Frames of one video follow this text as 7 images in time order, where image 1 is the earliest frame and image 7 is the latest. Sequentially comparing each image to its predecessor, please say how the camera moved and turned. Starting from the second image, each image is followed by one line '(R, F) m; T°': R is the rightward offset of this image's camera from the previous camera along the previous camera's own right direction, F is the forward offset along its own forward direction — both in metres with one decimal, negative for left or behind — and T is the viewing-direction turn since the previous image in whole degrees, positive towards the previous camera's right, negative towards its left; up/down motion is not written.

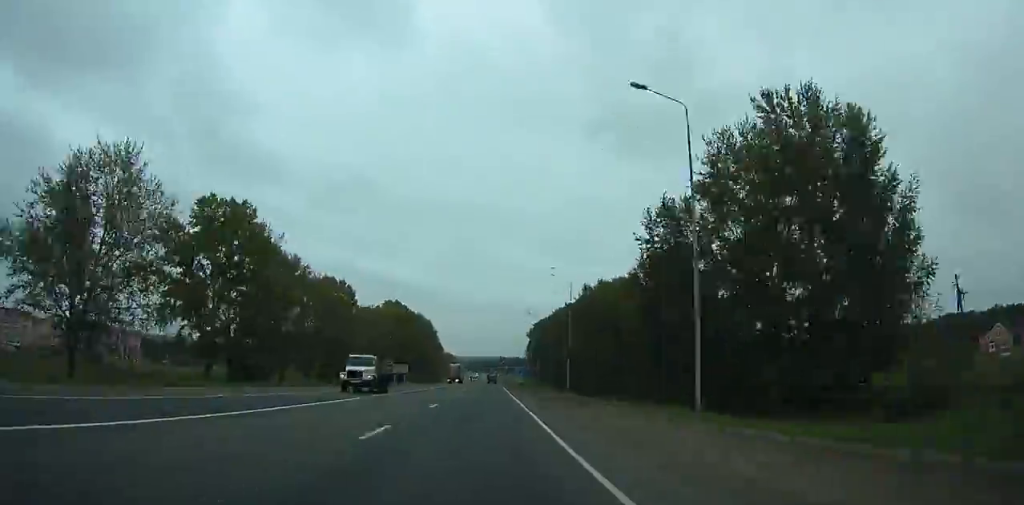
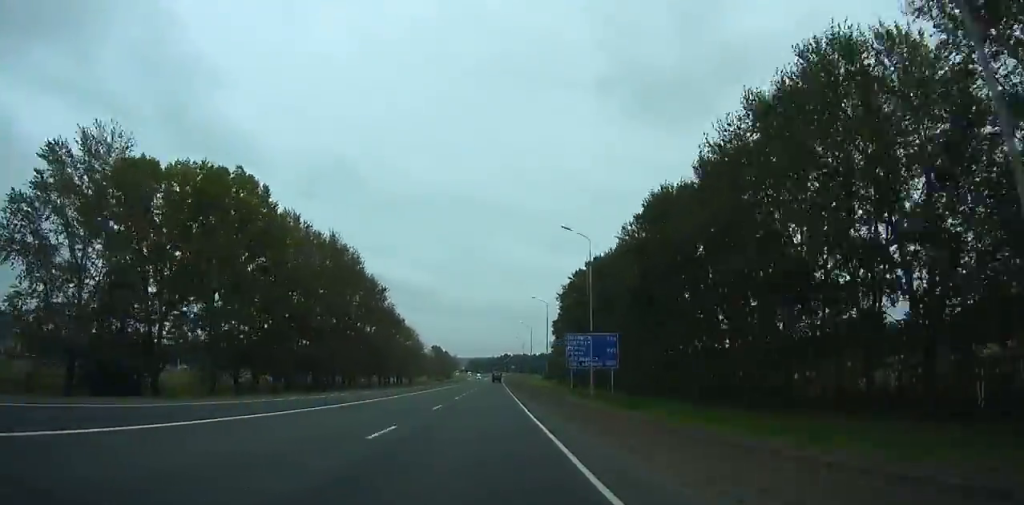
(-0.8, +121.2) m; 0°
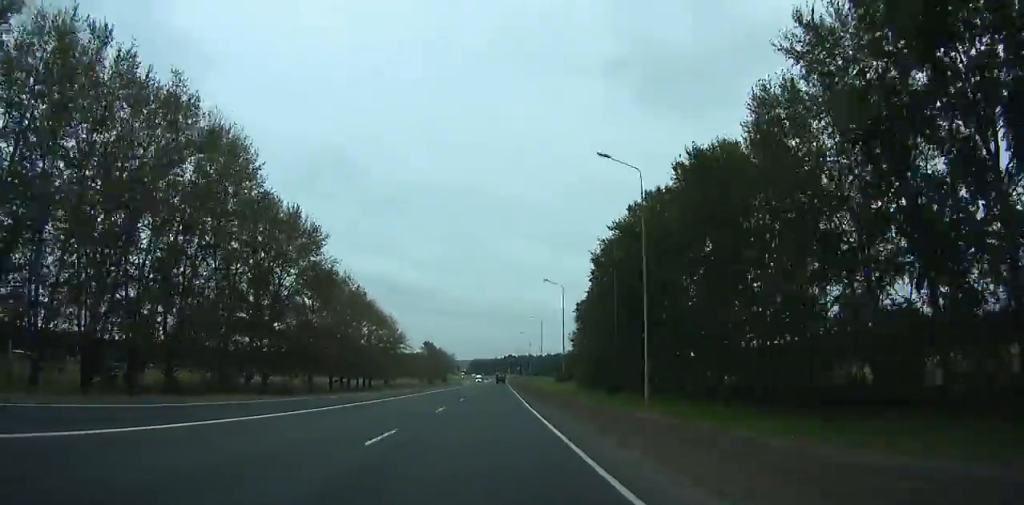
(0.0, +48.6) m; 0°
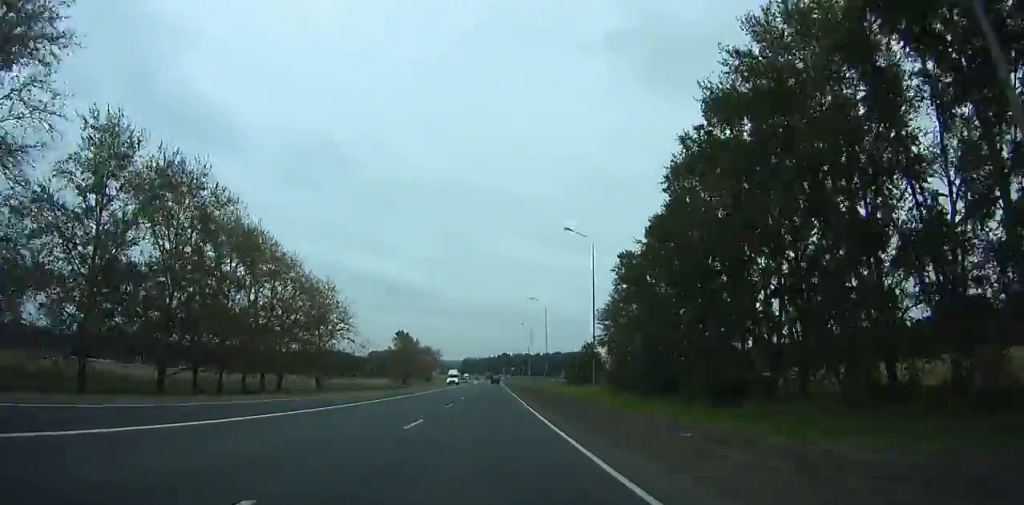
(-0.2, +55.7) m; 0°
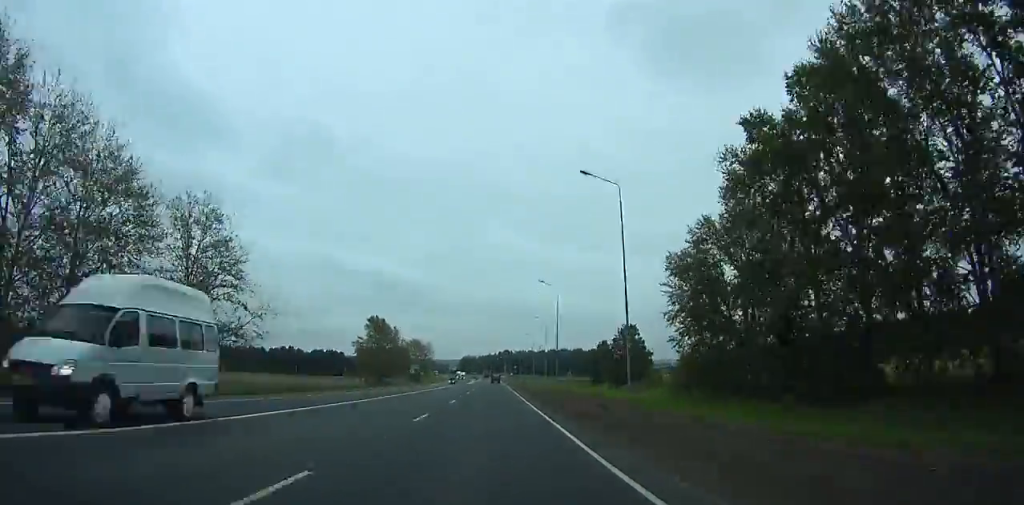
(+0.3, +45.3) m; 0°
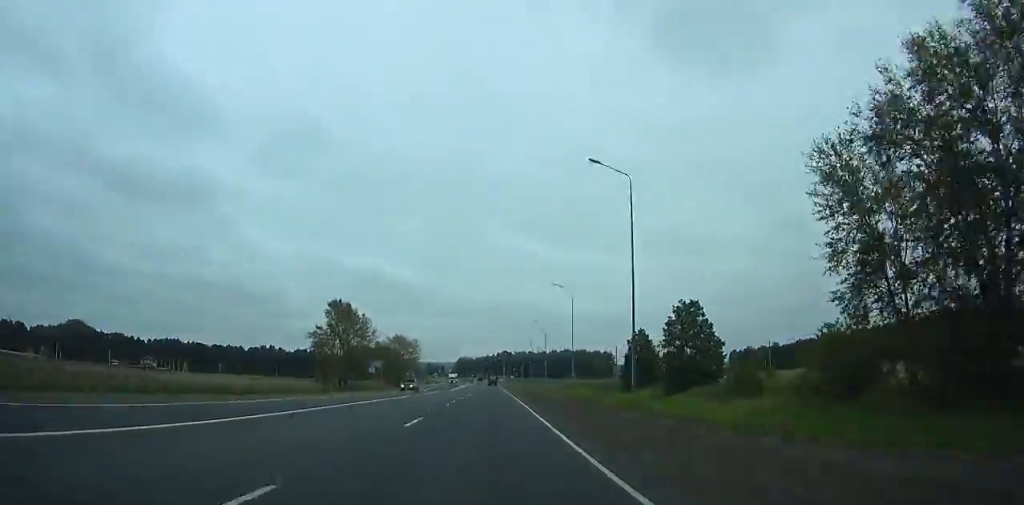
(0.0, +36.6) m; 0°
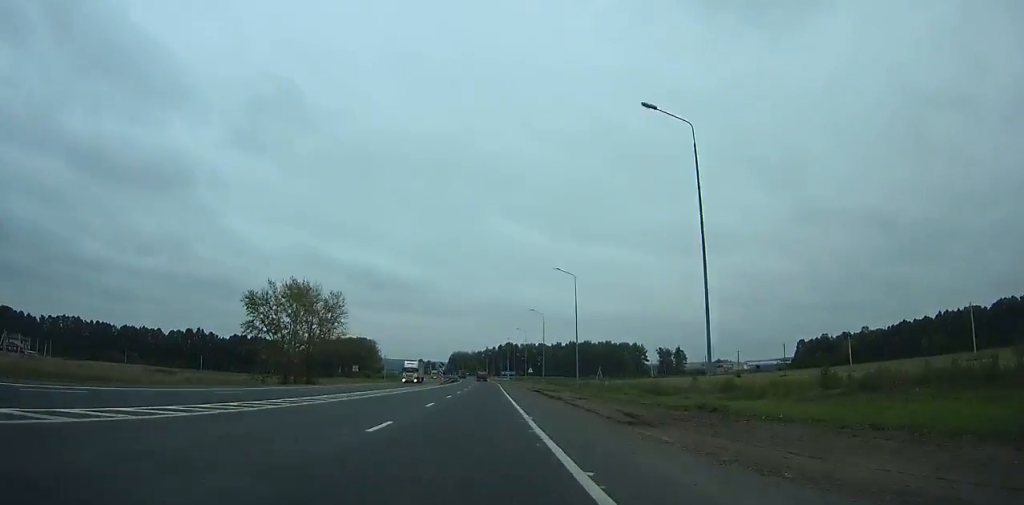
(0.0, +109.4) m; 0°
